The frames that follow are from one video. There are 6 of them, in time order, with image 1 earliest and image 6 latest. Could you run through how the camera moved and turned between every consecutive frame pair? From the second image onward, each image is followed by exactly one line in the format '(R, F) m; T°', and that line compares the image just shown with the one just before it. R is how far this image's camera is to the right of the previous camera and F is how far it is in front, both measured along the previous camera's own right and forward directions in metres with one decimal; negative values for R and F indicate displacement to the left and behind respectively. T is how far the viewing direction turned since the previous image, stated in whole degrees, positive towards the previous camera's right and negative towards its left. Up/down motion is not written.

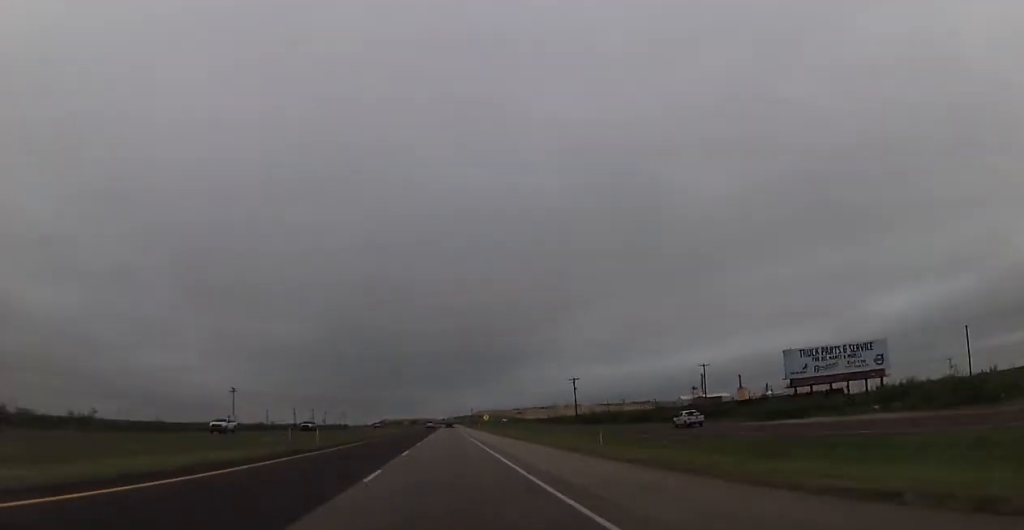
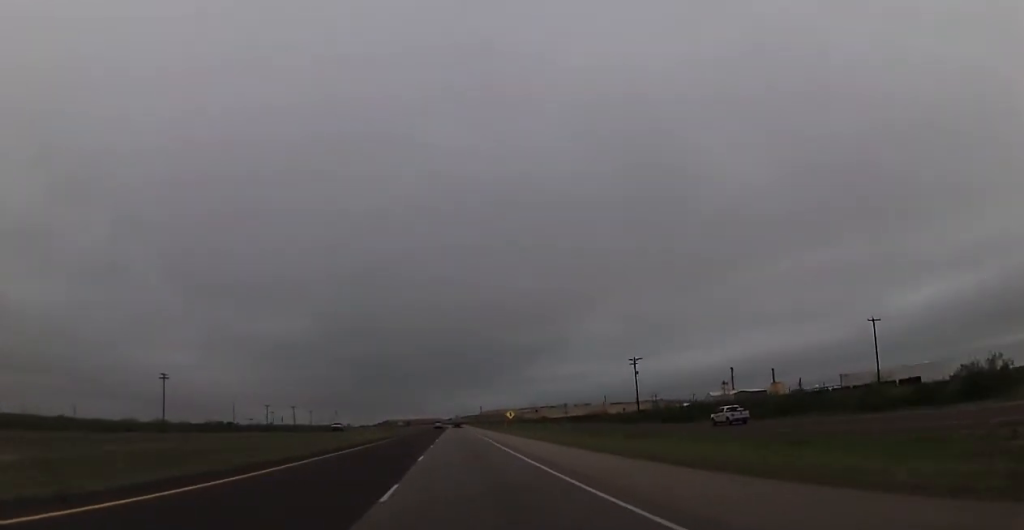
(0.0, +52.8) m; 0°
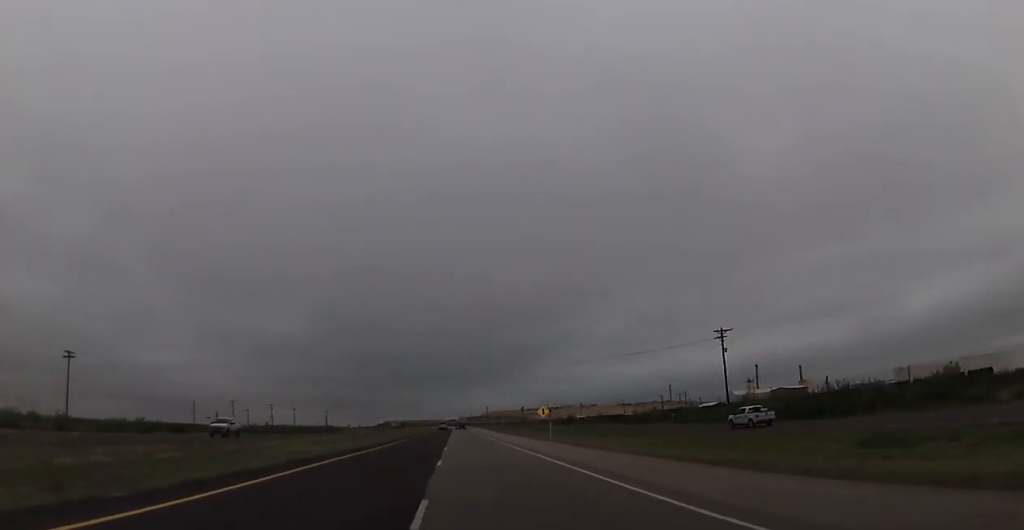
(-0.2, +39.9) m; -1°
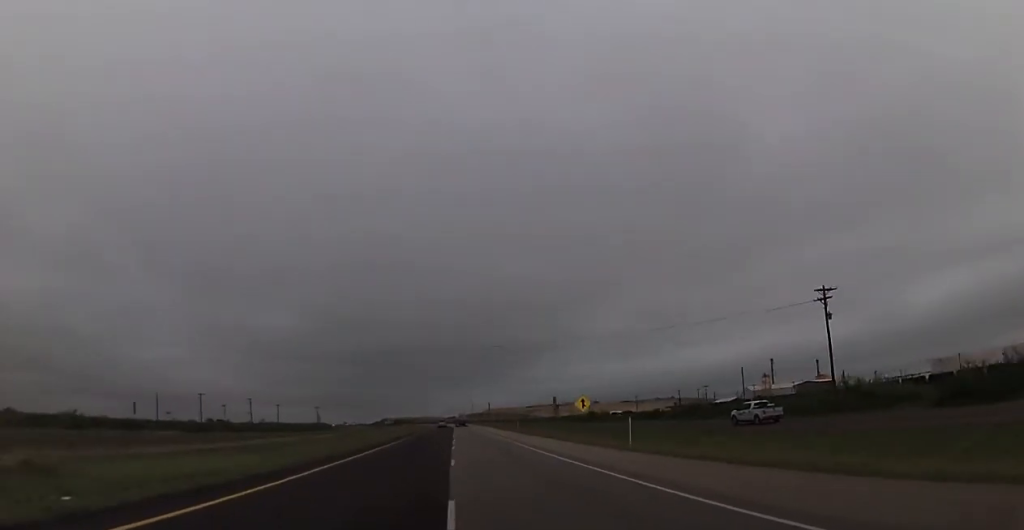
(-0.3, +25.9) m; 0°
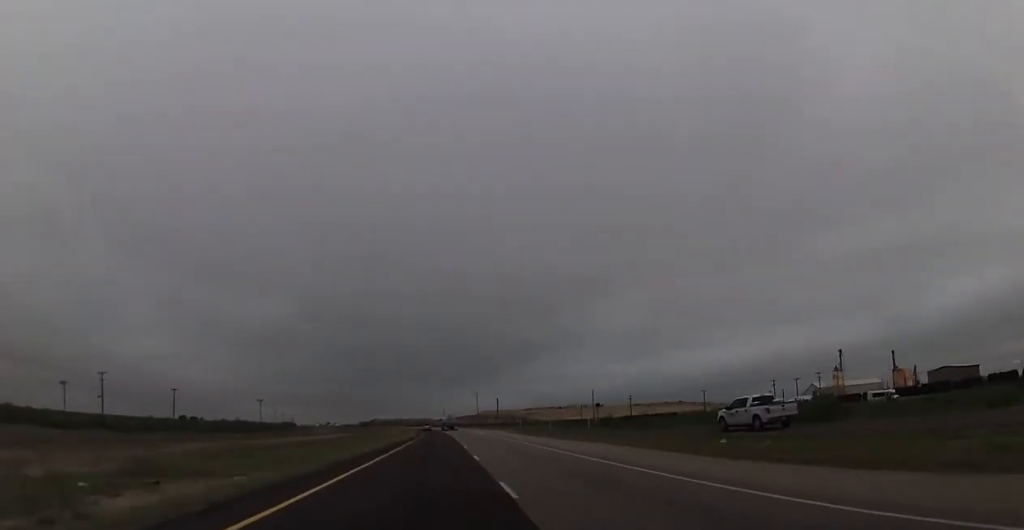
(+0.7, +95.5) m; 0°
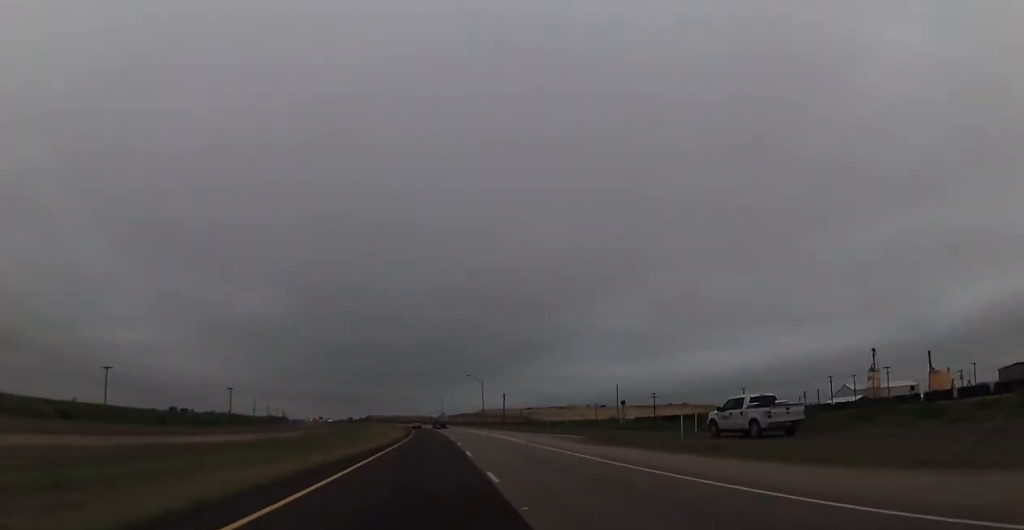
(-0.3, +34.1) m; 0°
